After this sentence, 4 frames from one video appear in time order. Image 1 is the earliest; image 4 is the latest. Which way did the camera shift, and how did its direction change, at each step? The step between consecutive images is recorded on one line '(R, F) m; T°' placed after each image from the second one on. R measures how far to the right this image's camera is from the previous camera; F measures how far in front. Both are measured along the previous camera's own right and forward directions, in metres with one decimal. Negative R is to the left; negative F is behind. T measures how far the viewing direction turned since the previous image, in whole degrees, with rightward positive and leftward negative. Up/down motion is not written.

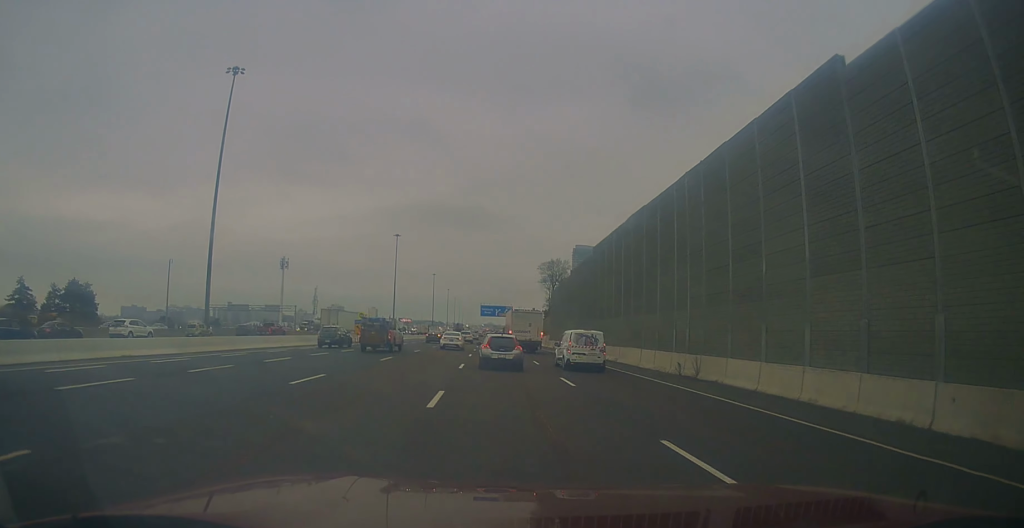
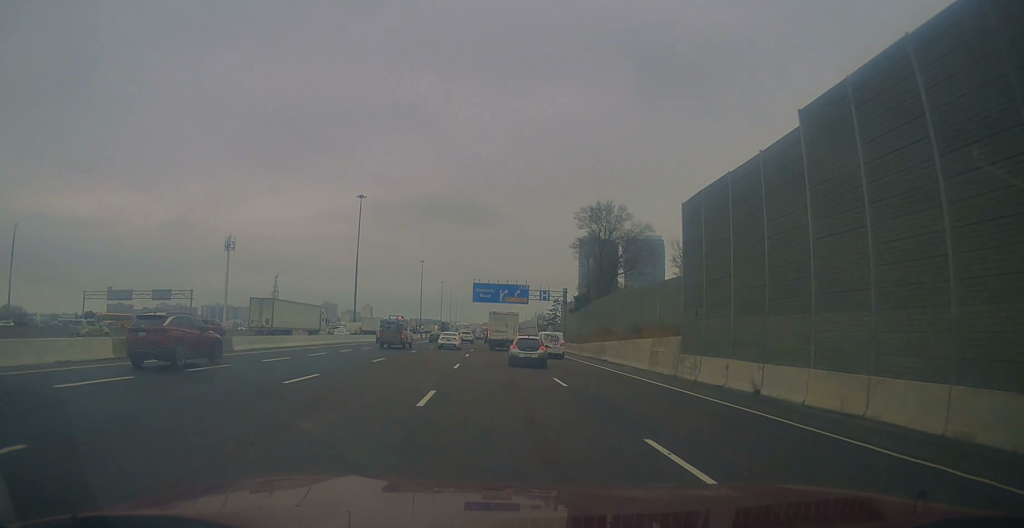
(+0.7, +61.3) m; +1°
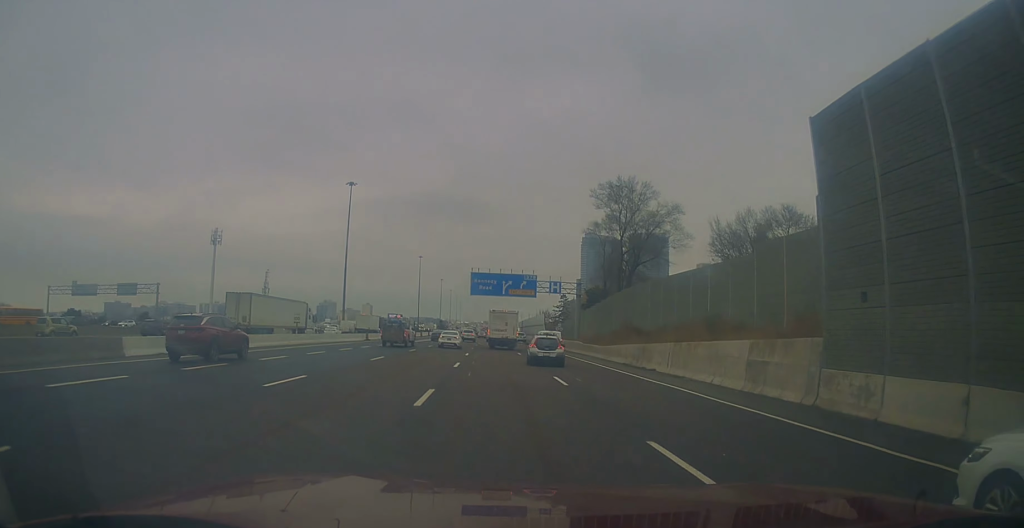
(+0.1, +12.5) m; 0°
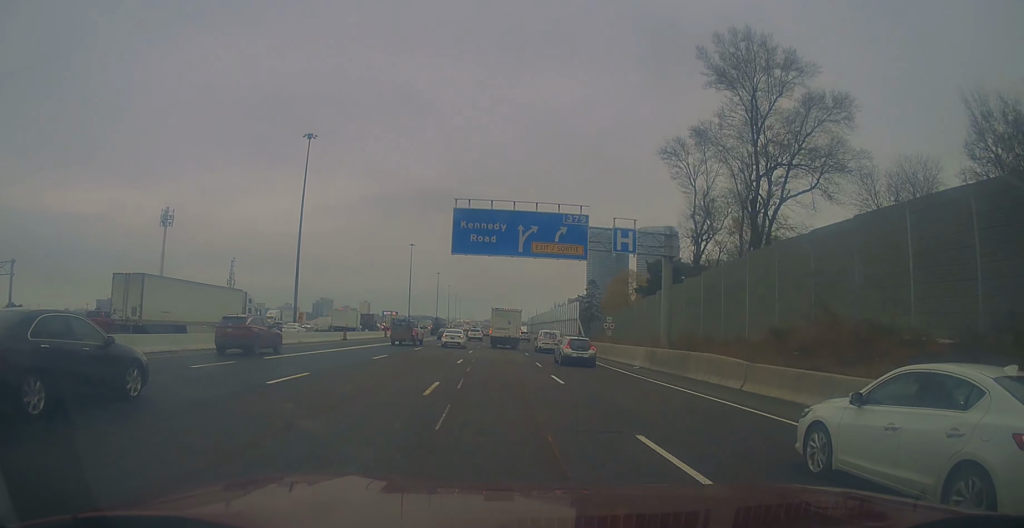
(+0.2, +36.4) m; +2°
